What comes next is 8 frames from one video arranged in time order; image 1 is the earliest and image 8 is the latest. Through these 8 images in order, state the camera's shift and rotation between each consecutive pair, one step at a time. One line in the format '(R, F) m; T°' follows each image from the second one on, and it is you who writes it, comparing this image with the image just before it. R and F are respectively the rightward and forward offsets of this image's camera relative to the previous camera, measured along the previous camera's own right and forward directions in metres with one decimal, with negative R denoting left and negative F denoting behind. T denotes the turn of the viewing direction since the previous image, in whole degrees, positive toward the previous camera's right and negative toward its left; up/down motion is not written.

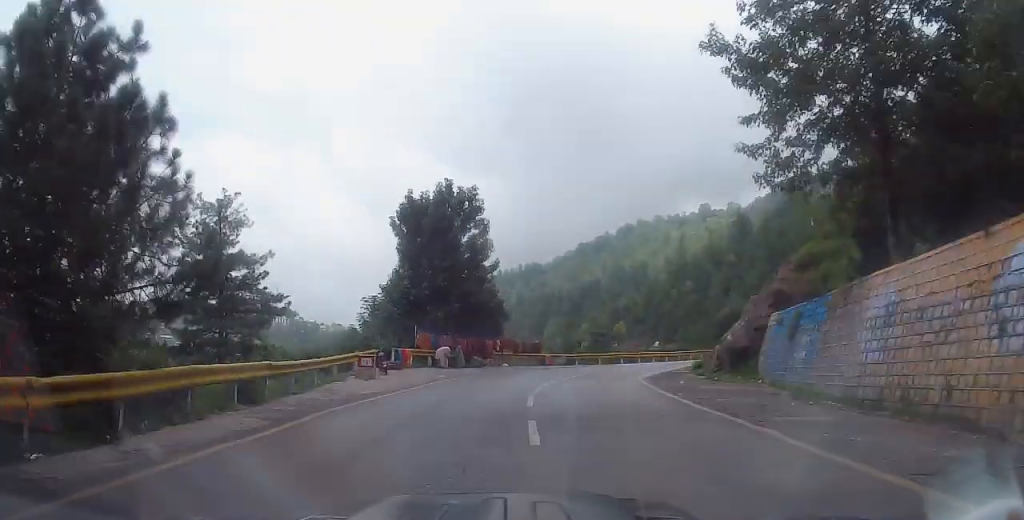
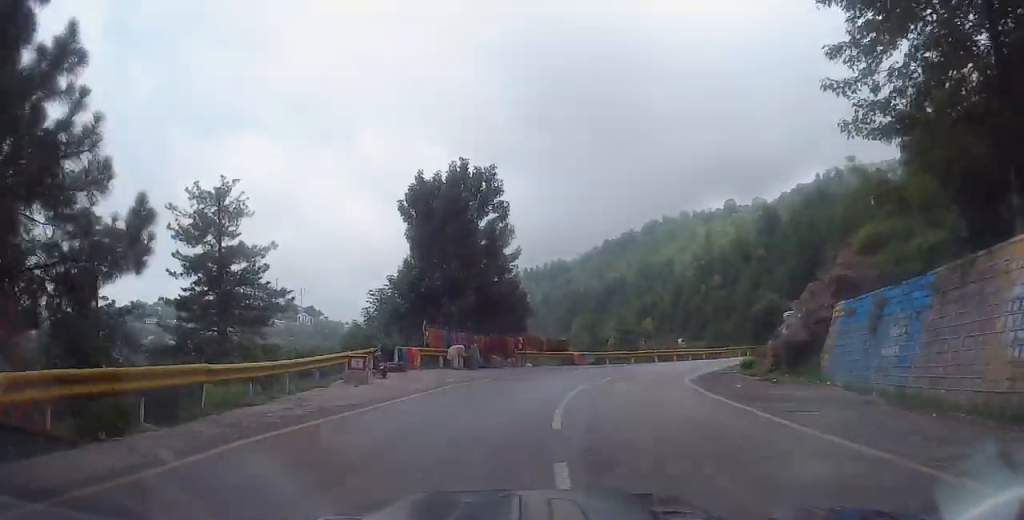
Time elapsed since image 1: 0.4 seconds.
(+0.1, +4.2) m; -1°
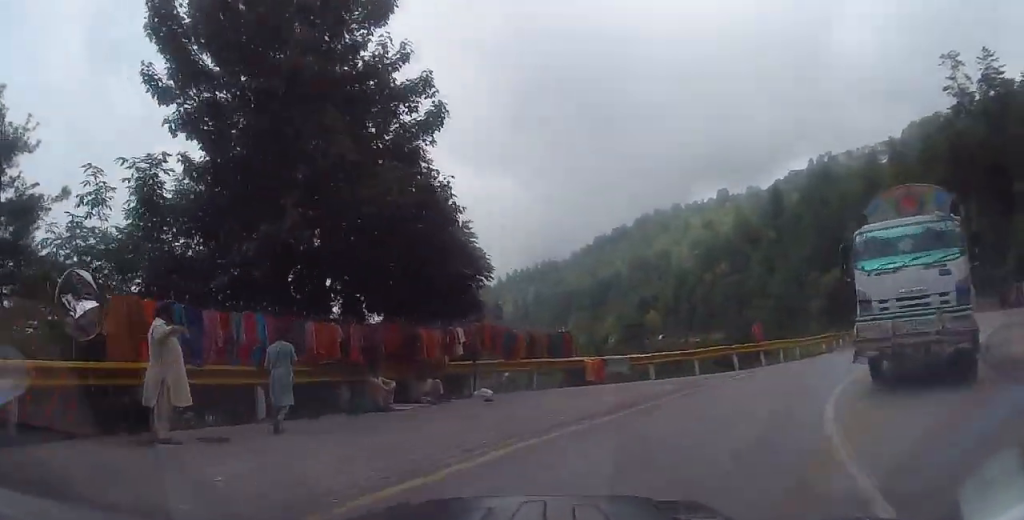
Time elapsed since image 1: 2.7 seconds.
(-0.5, +21.1) m; +4°
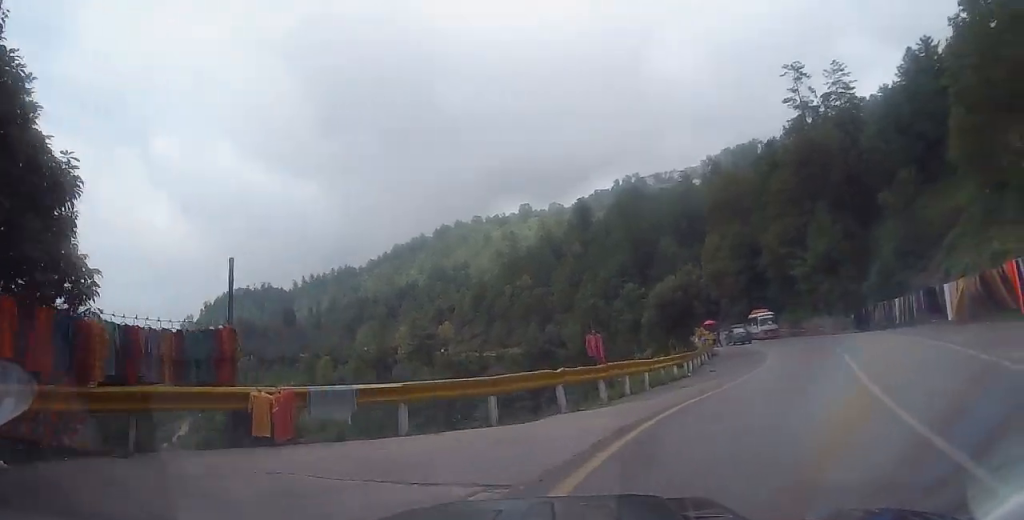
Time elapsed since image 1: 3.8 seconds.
(+1.3, +9.9) m; +16°
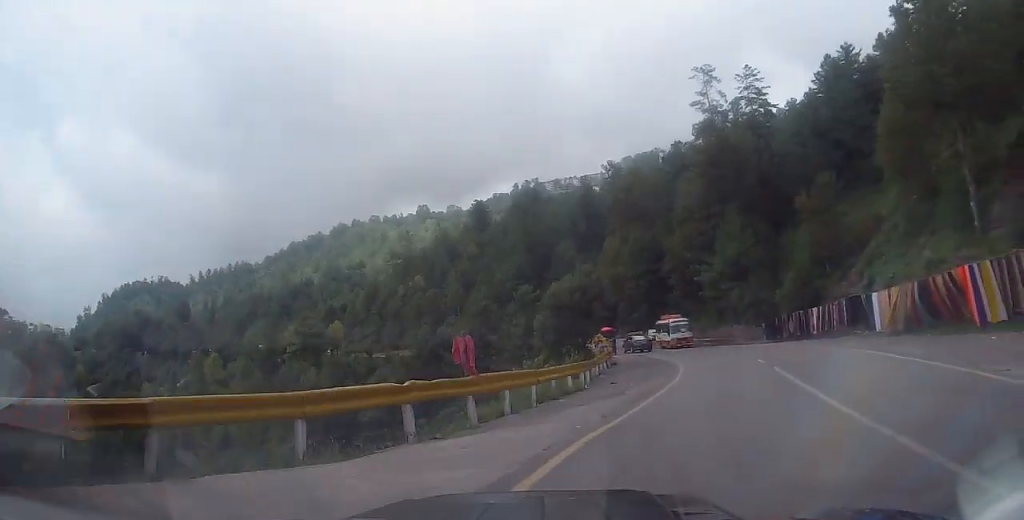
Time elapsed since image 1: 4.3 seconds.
(+0.4, +3.8) m; +5°
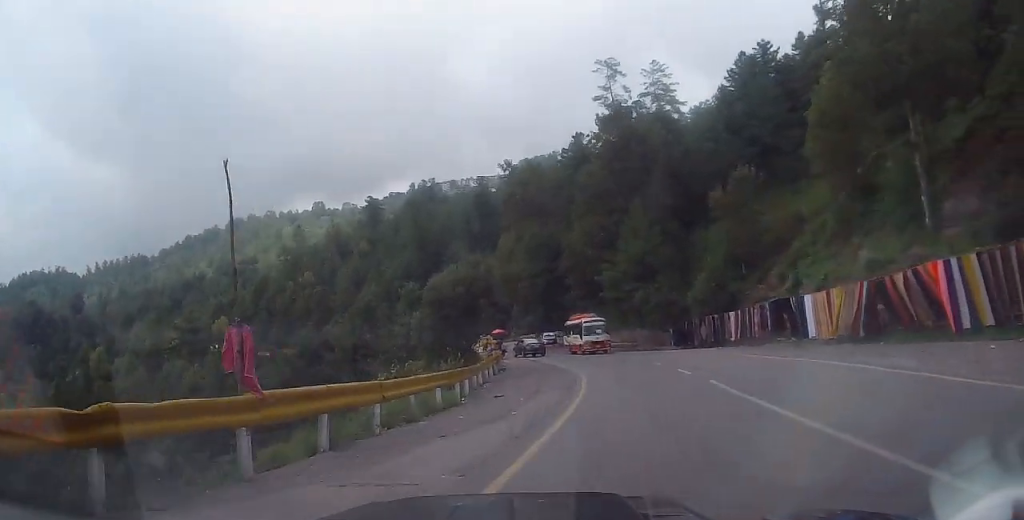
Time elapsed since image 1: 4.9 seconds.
(+0.3, +5.1) m; +6°
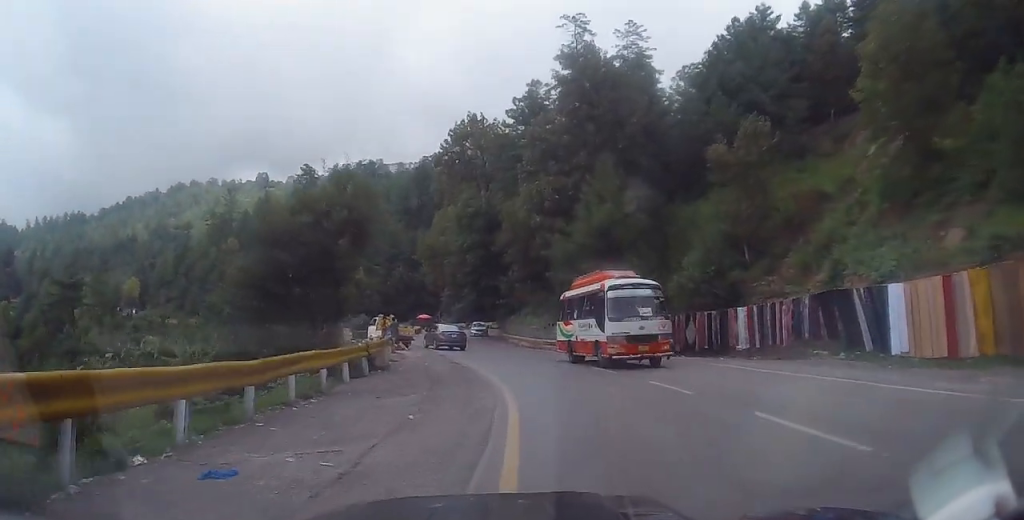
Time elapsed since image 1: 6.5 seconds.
(+1.7, +13.5) m; +9°
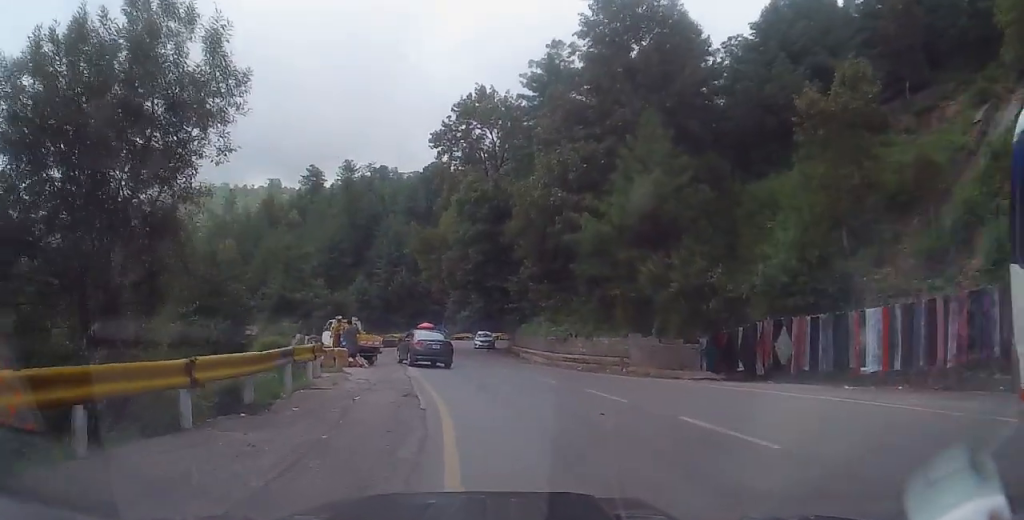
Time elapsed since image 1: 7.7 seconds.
(-0.6, +10.5) m; -5°
